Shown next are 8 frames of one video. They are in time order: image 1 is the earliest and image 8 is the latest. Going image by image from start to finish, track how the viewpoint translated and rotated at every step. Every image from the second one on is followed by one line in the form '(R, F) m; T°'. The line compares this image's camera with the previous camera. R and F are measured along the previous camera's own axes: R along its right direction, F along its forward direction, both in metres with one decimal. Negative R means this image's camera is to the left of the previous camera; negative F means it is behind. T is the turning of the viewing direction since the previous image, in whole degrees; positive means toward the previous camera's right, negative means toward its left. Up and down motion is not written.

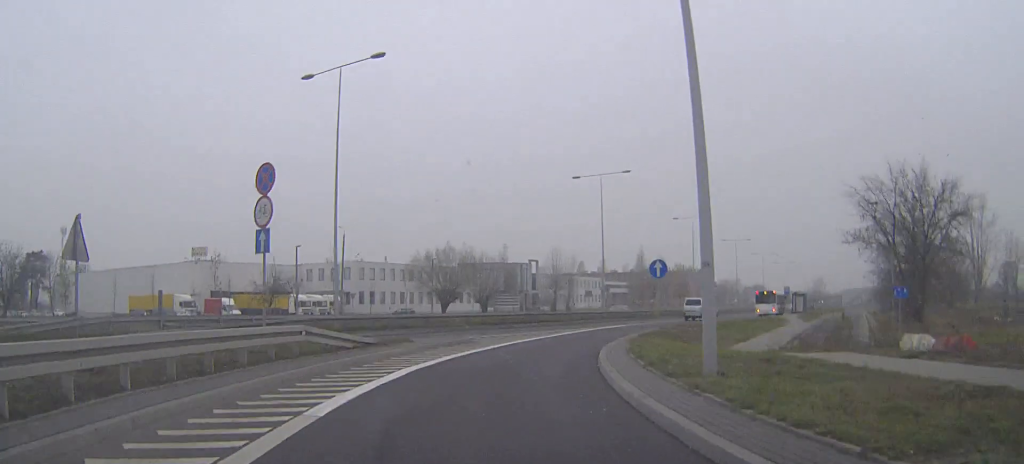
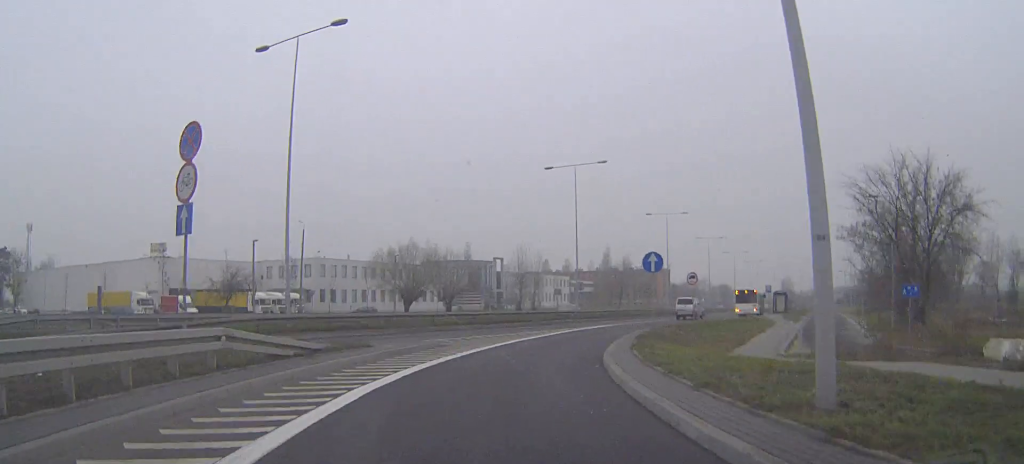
(0.0, +3.7) m; +3°
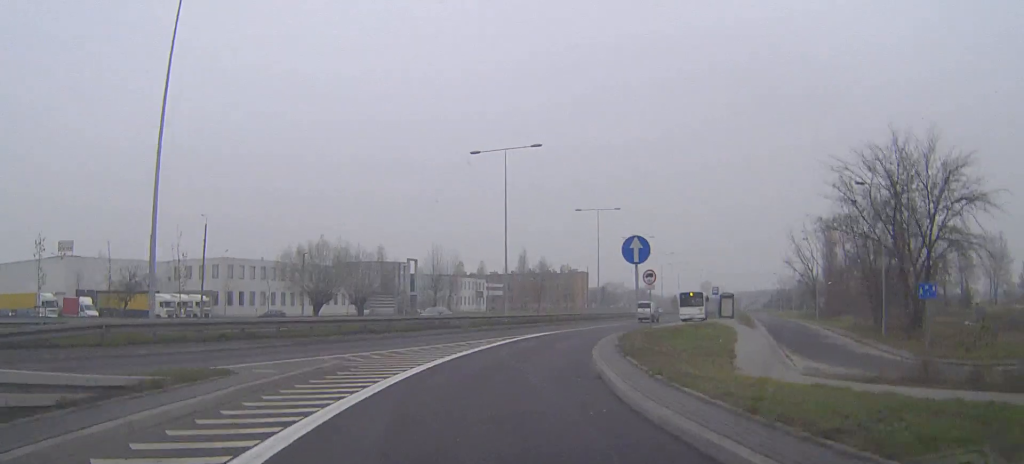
(+0.4, +7.0) m; +6°
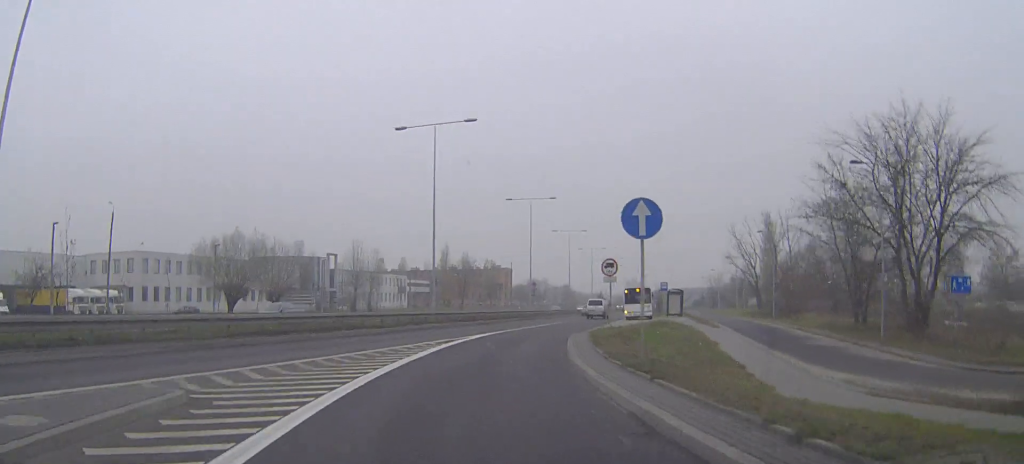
(+0.3, +6.4) m; +5°
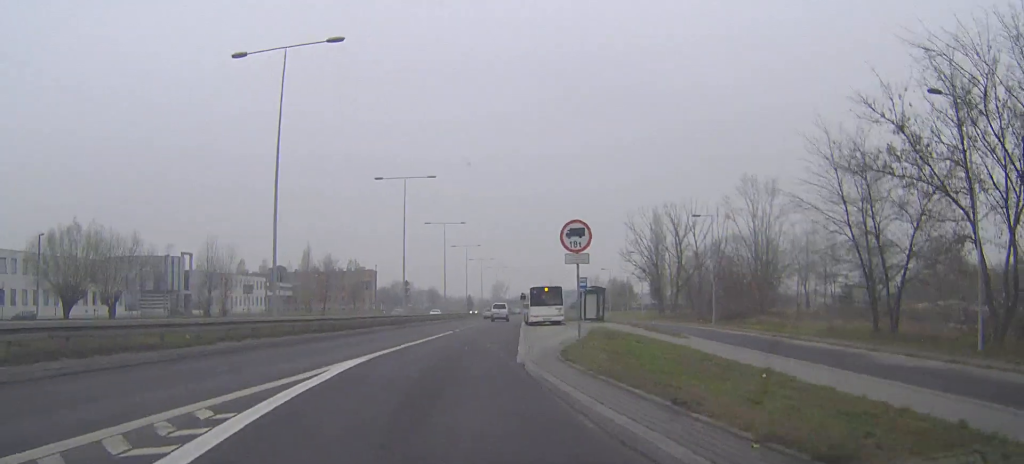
(+1.5, +14.5) m; +10°
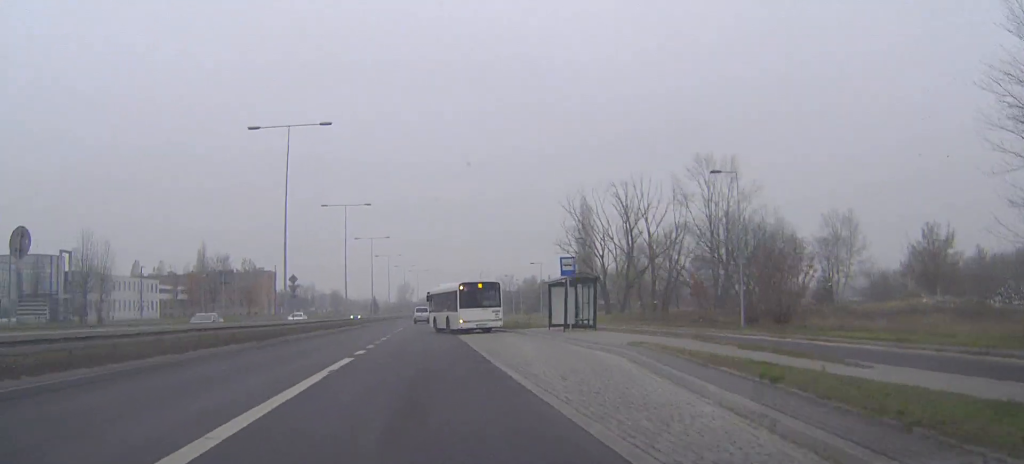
(+1.6, +19.3) m; +8°
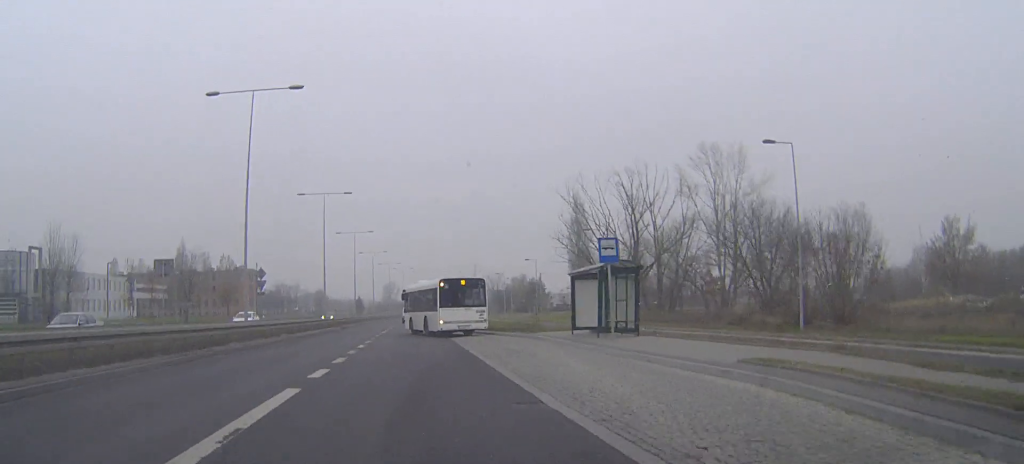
(+0.1, +7.9) m; +1°
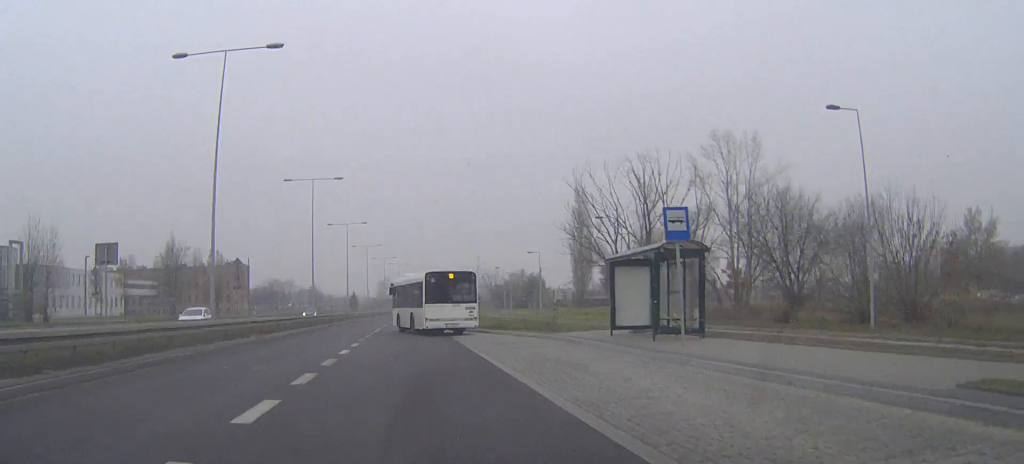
(+0.1, +5.7) m; 0°
